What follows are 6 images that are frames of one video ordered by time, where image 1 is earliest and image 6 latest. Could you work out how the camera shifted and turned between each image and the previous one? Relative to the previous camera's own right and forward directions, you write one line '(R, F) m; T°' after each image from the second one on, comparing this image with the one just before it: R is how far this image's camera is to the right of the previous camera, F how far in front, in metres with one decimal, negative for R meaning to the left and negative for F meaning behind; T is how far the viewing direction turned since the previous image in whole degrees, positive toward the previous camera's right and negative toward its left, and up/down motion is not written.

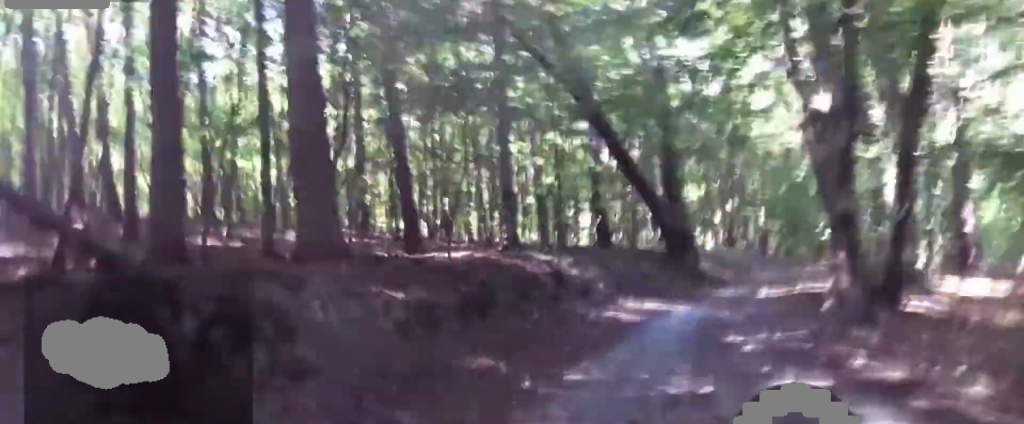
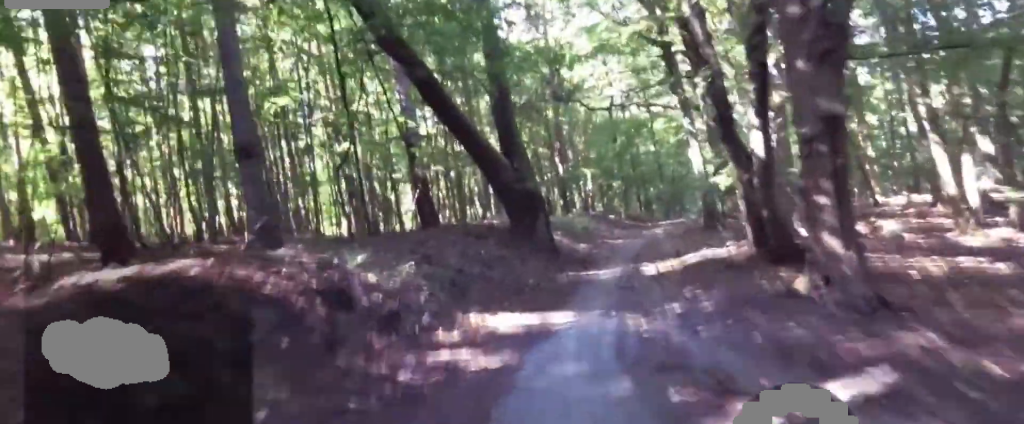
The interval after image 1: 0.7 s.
(-0.2, +3.7) m; +13°
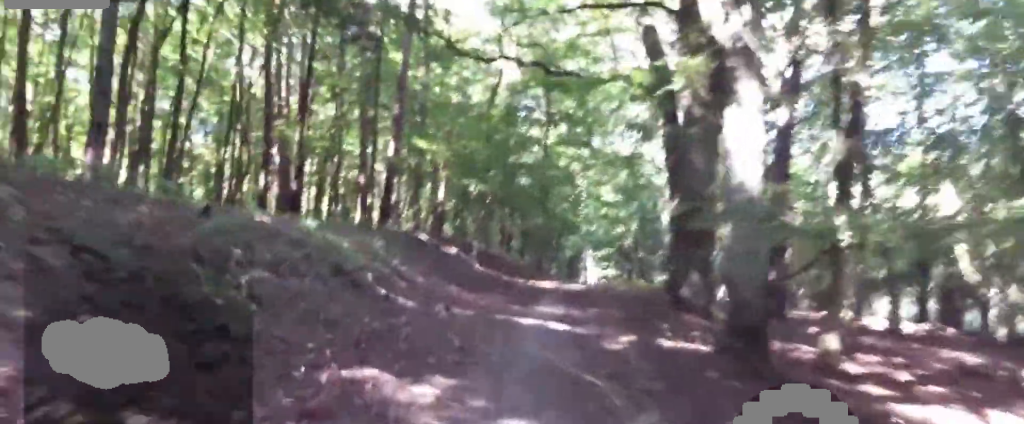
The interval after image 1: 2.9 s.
(+6.4, +6.0) m; +74°
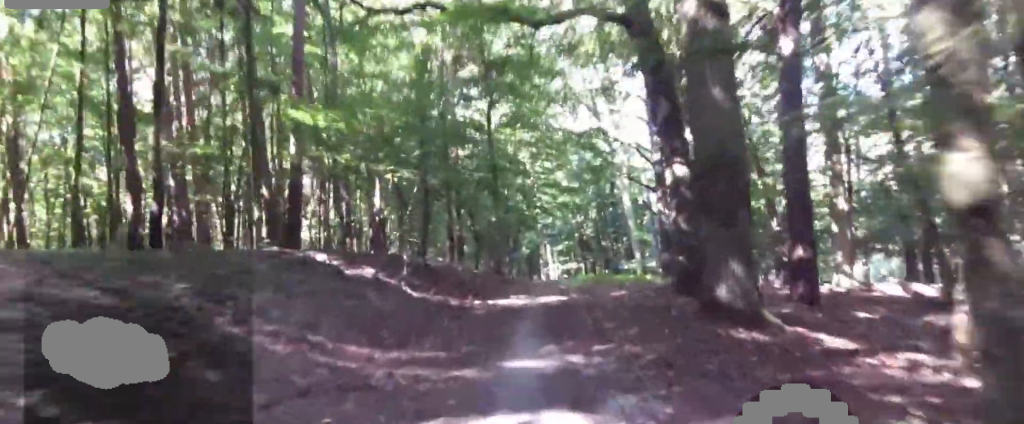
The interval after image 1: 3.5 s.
(0.0, +3.1) m; 0°
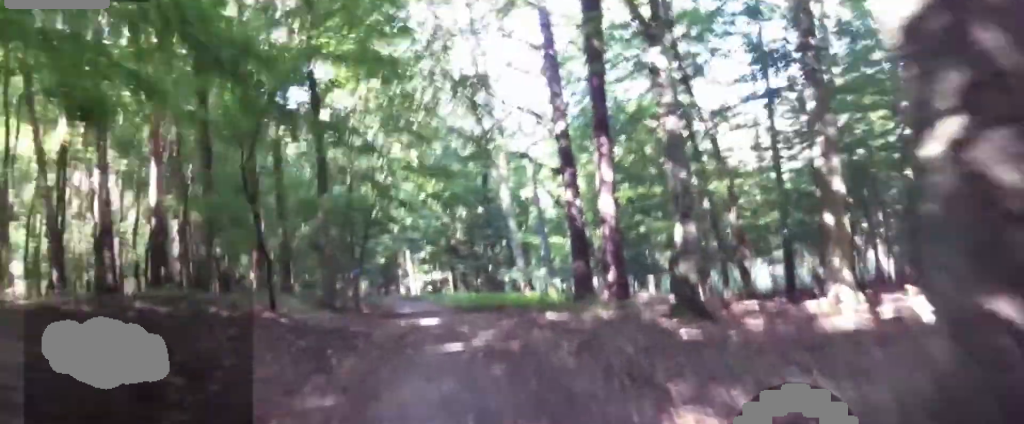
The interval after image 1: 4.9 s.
(0.0, +6.8) m; +1°
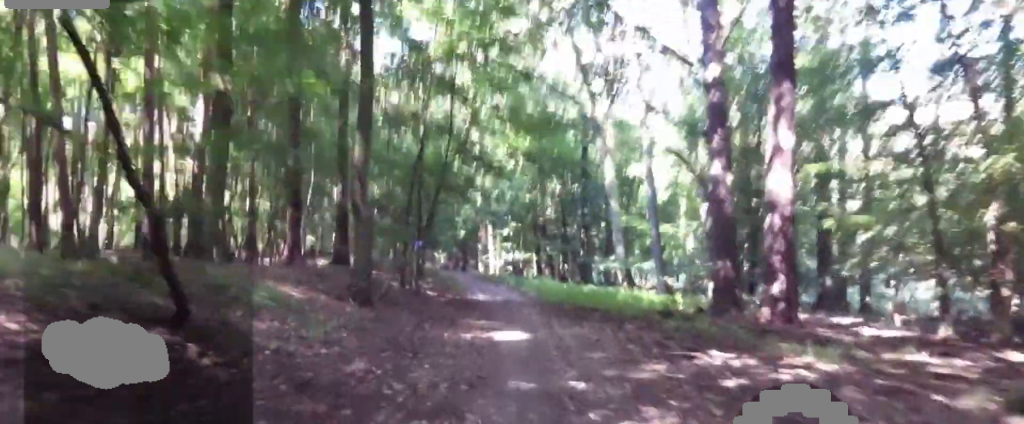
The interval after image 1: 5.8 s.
(0.0, +4.5) m; +12°
